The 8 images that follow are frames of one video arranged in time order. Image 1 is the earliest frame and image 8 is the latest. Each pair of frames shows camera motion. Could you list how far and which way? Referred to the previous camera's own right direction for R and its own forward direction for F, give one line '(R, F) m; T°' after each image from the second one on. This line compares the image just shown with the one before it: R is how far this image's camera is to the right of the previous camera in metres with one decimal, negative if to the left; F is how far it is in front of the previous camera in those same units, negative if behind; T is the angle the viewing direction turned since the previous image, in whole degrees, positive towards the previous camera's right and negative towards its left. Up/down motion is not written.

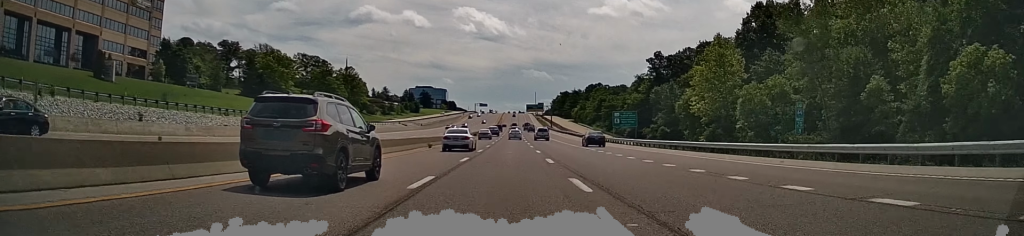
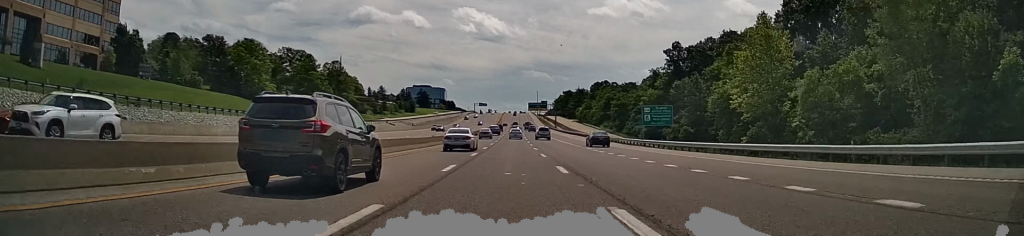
(0.0, +18.4) m; 0°
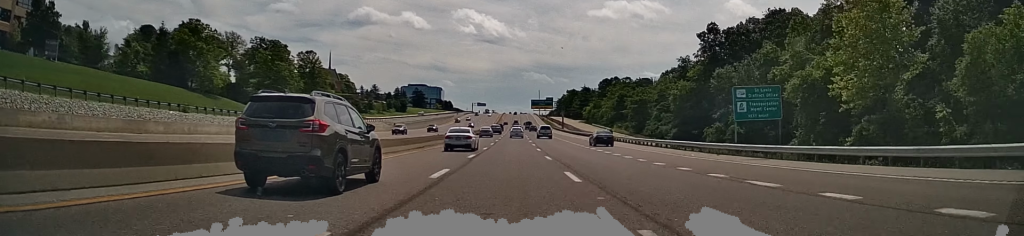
(+0.1, +27.2) m; +1°
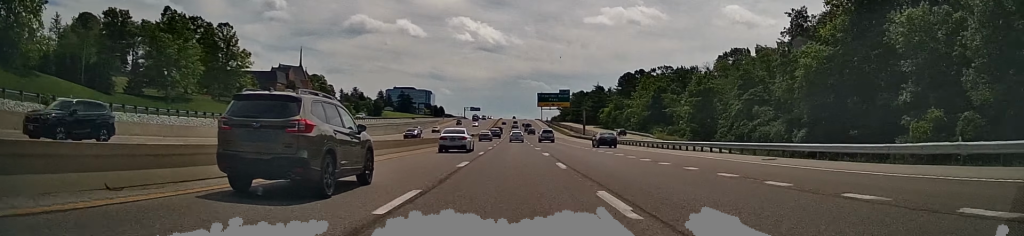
(+0.2, +55.5) m; 0°
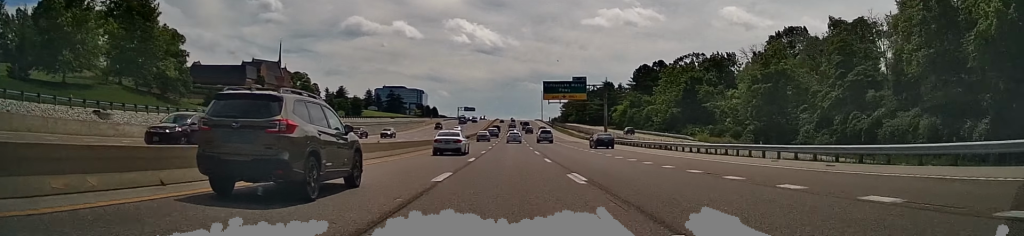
(-0.1, +30.5) m; 0°
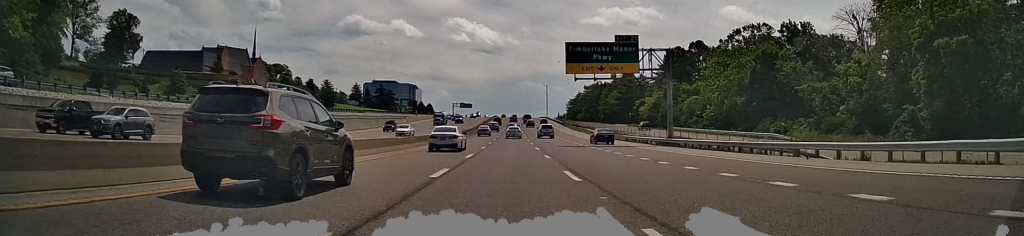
(+0.2, +36.6) m; 0°
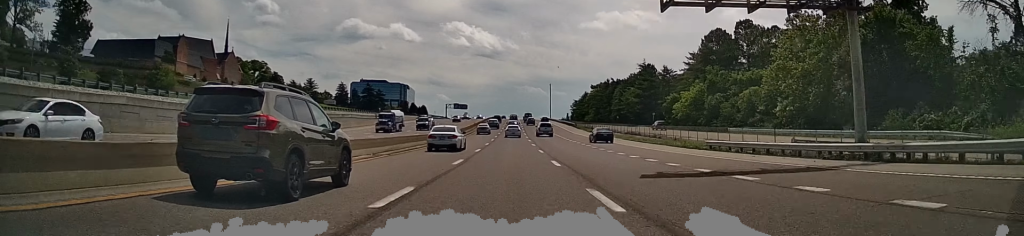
(0.0, +31.1) m; 0°
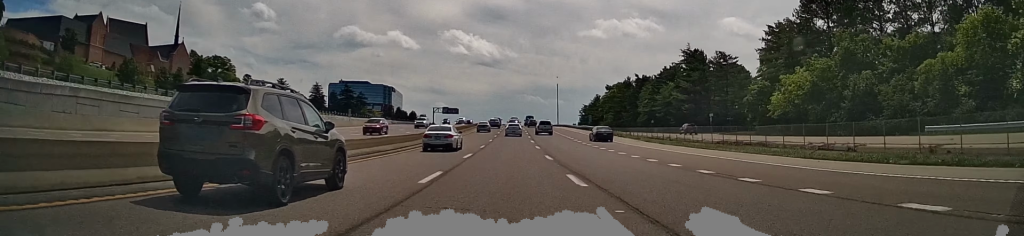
(-0.3, +44.7) m; 0°
